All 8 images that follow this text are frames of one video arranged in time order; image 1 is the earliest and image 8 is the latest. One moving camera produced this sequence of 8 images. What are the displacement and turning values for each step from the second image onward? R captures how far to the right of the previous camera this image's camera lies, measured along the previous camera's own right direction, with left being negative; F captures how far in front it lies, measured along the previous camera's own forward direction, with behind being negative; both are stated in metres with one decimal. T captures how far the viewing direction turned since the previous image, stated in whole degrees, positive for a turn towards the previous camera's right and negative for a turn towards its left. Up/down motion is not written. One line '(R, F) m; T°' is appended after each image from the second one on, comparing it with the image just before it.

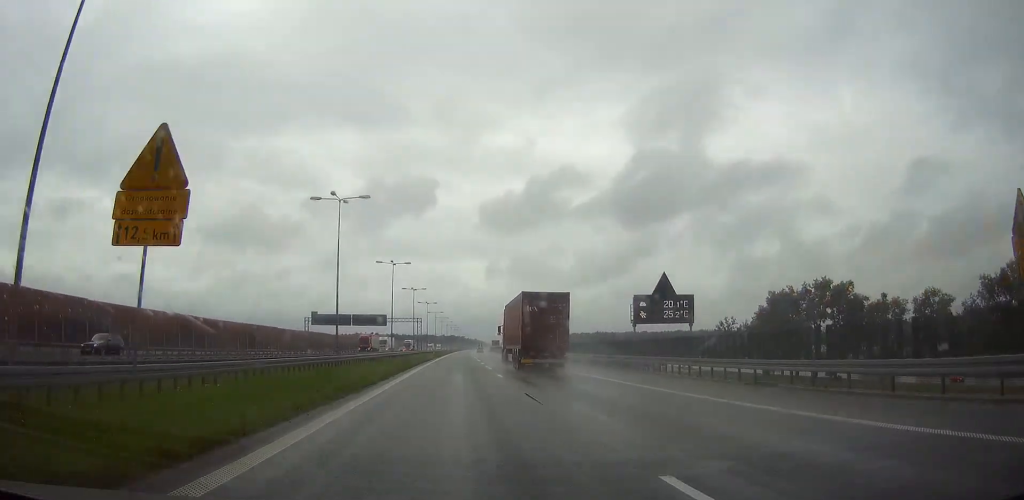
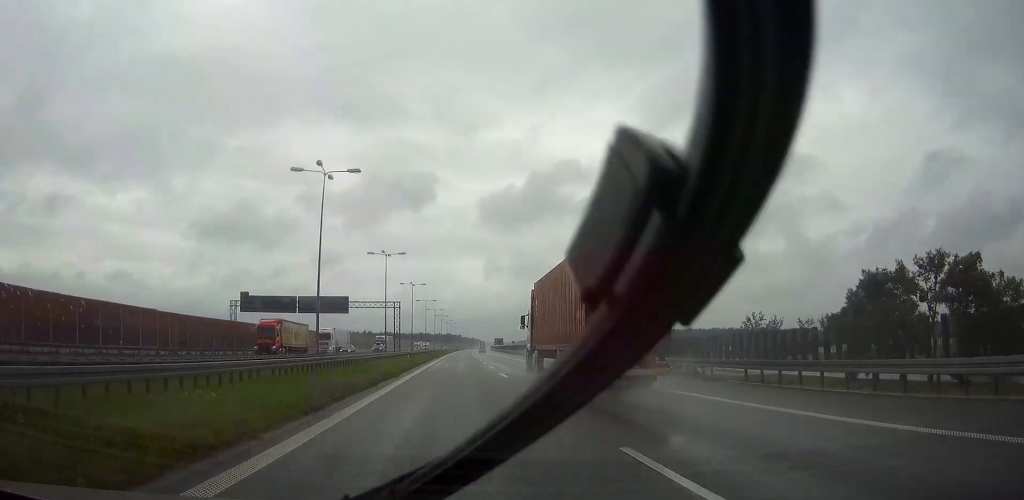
(0.0, +45.6) m; 0°
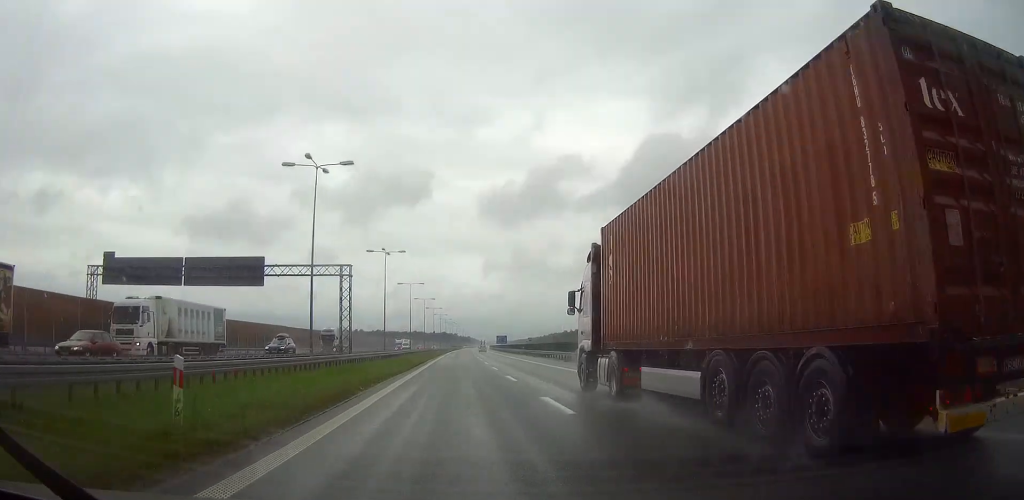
(0.0, +39.5) m; 0°
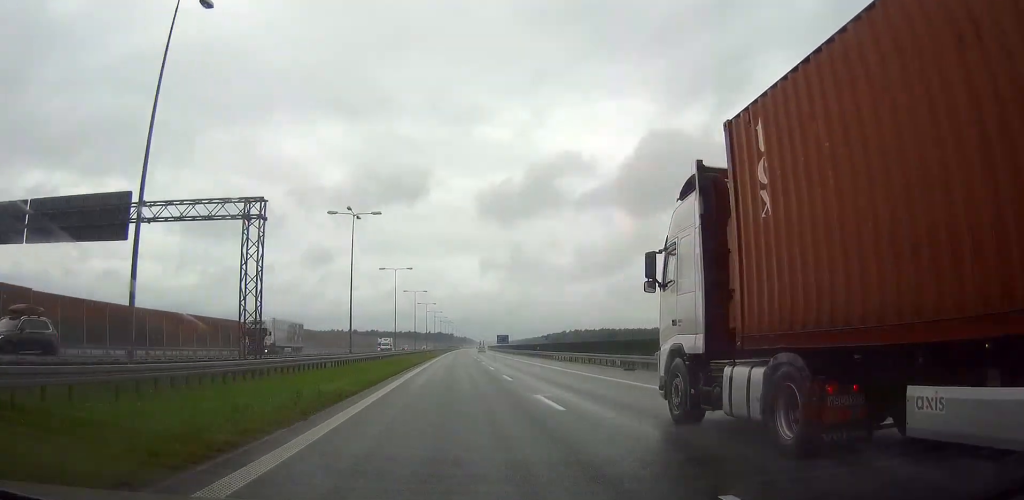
(0.0, +23.0) m; 0°
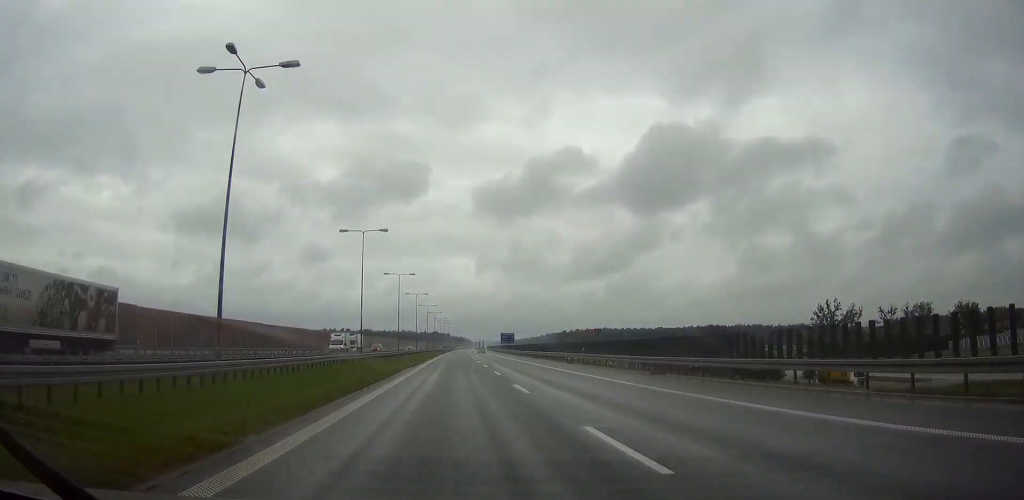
(0.0, +30.8) m; 0°
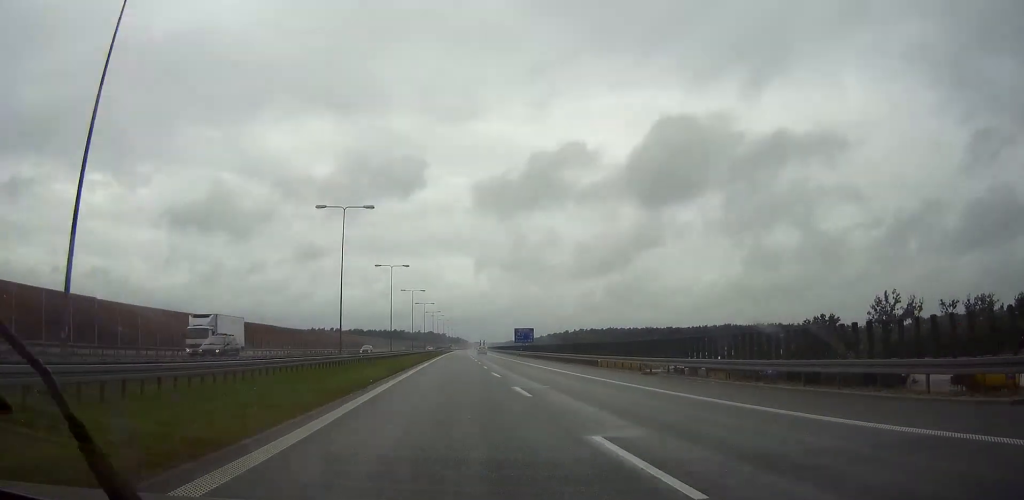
(0.0, +49.2) m; +1°
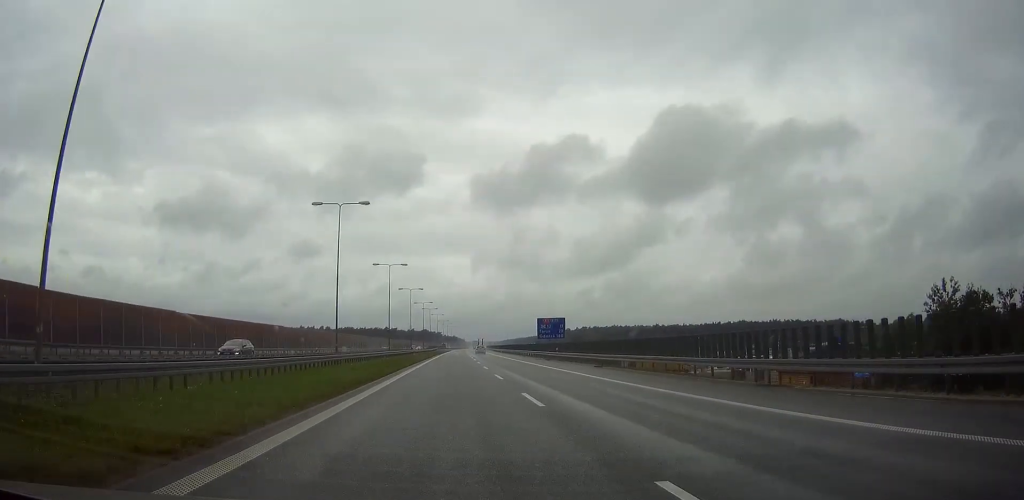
(+0.5, +39.2) m; +1°
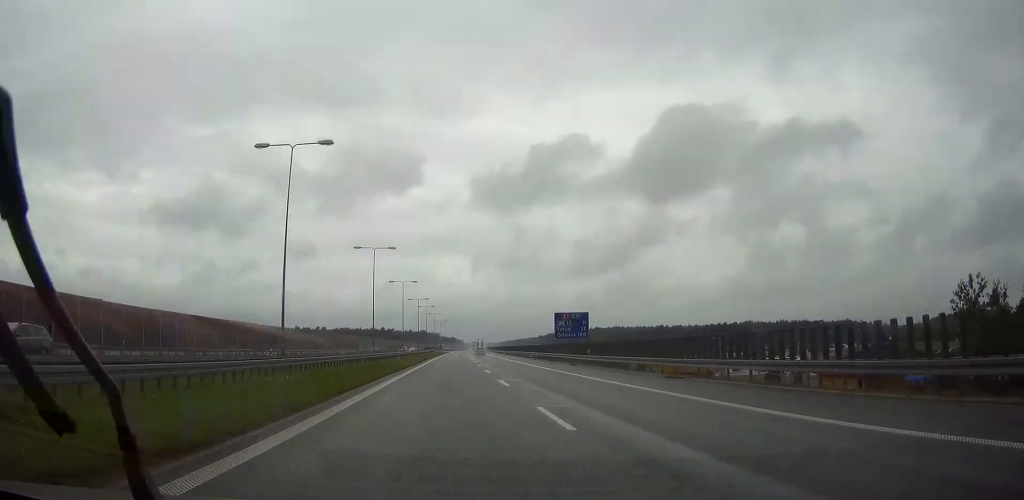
(+0.1, +15.8) m; 0°
